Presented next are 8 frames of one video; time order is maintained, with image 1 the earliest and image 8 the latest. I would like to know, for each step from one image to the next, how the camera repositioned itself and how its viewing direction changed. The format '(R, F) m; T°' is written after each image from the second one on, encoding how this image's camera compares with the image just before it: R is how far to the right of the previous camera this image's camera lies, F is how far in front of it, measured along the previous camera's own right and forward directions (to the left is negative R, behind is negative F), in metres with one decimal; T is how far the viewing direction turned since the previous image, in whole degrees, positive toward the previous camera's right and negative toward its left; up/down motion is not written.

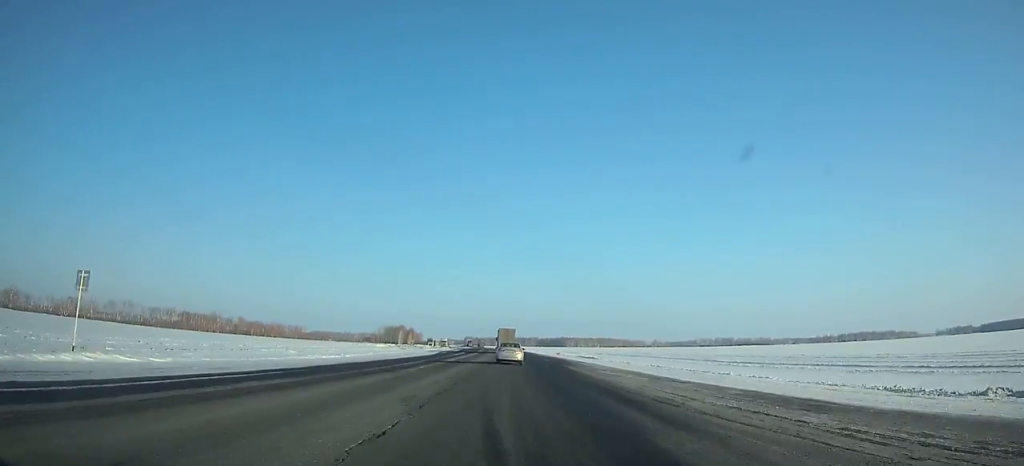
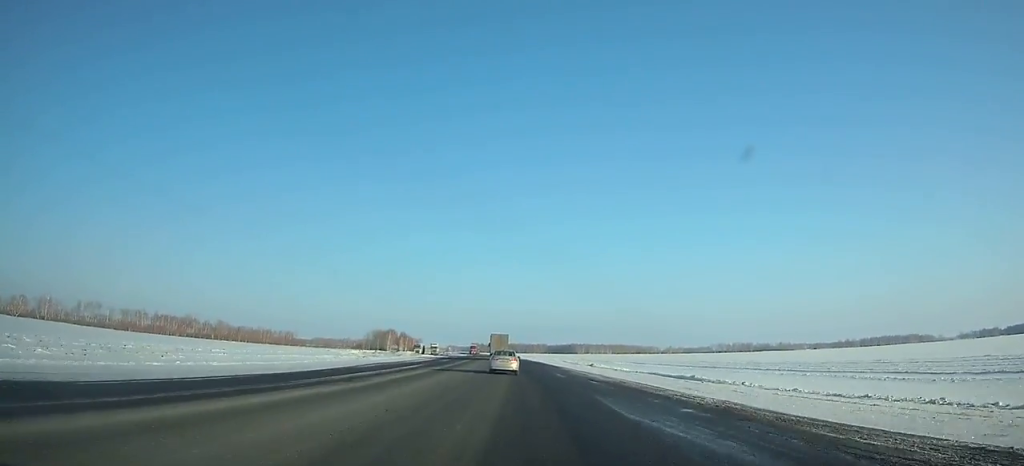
(-0.3, +47.8) m; -1°
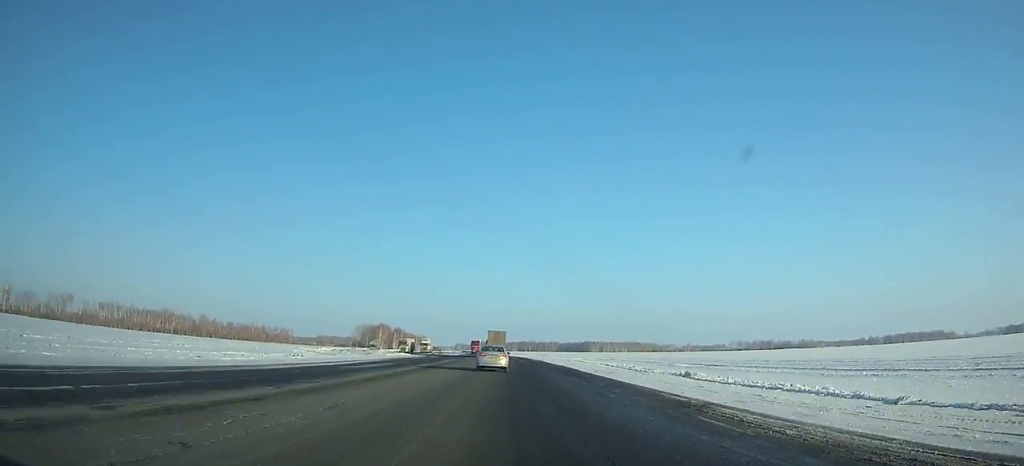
(-0.3, +39.9) m; -1°
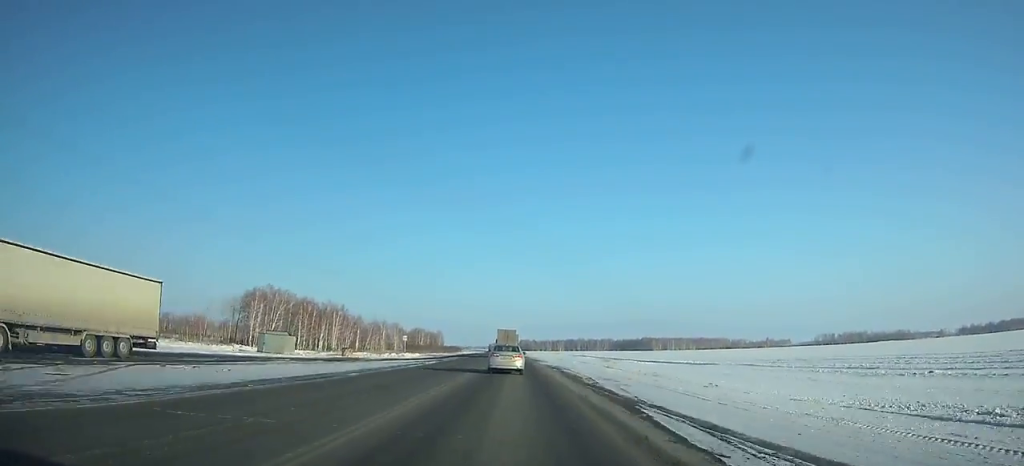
(-5.8, +154.5) m; -4°
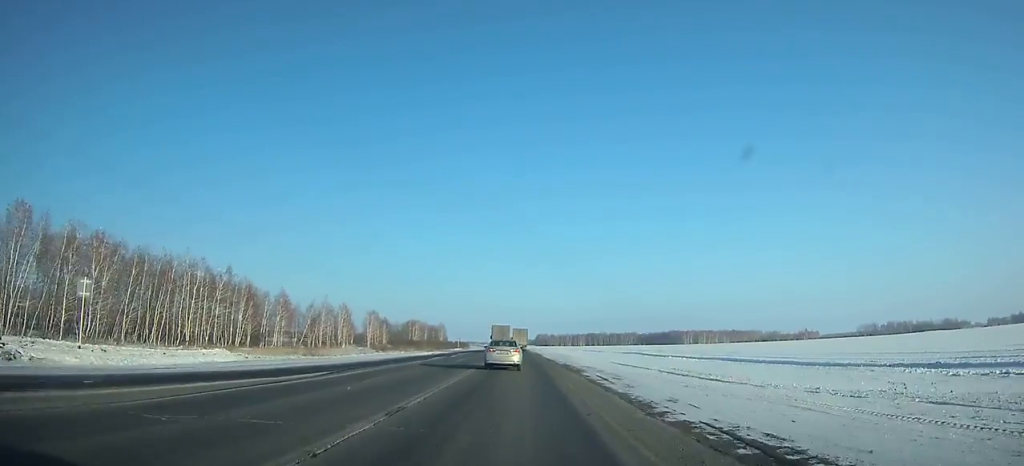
(-0.8, +66.8) m; -1°
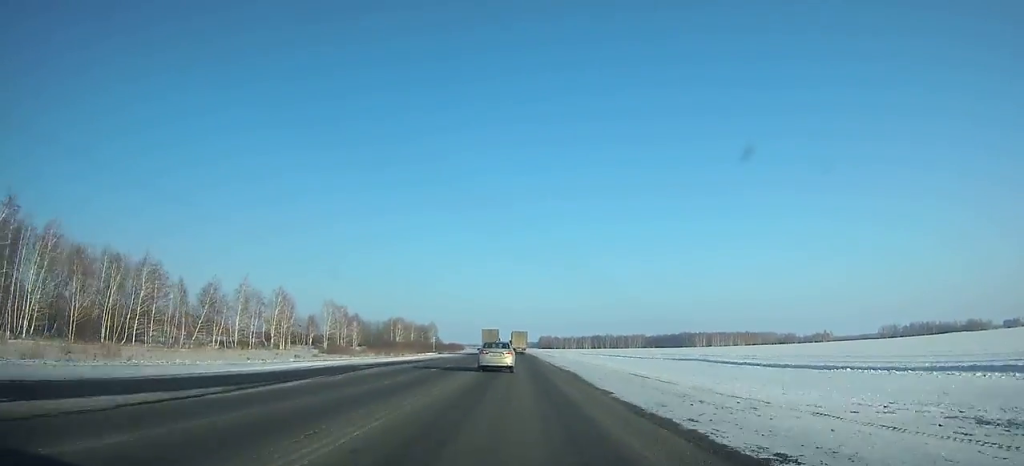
(-0.2, +42.9) m; -1°
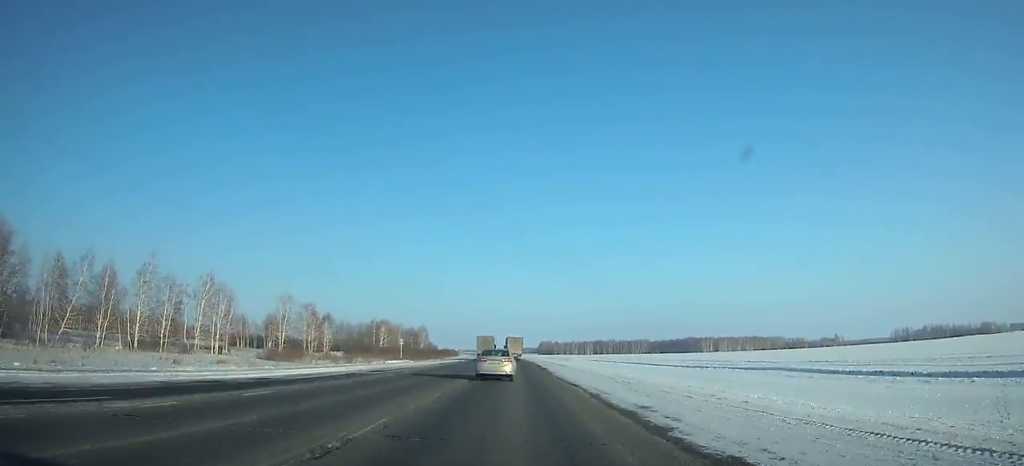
(0.0, +25.3) m; 0°
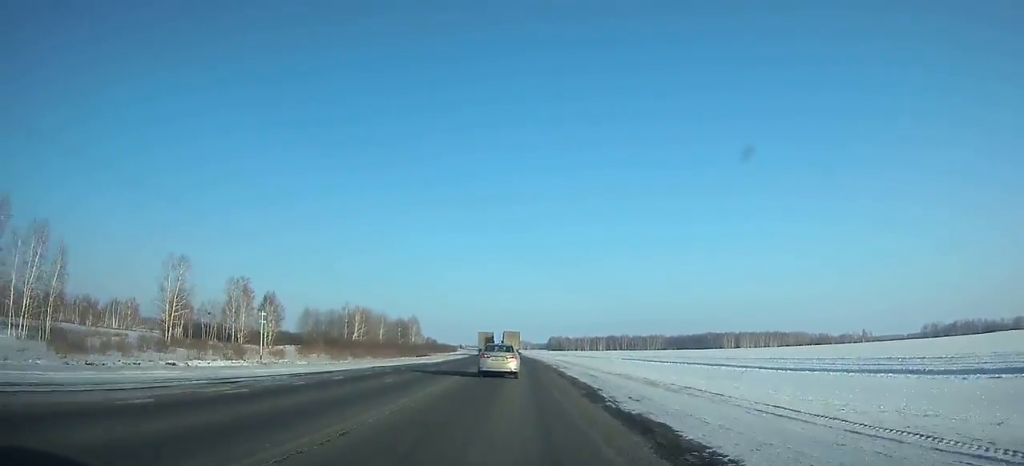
(-0.2, +41.0) m; -1°
